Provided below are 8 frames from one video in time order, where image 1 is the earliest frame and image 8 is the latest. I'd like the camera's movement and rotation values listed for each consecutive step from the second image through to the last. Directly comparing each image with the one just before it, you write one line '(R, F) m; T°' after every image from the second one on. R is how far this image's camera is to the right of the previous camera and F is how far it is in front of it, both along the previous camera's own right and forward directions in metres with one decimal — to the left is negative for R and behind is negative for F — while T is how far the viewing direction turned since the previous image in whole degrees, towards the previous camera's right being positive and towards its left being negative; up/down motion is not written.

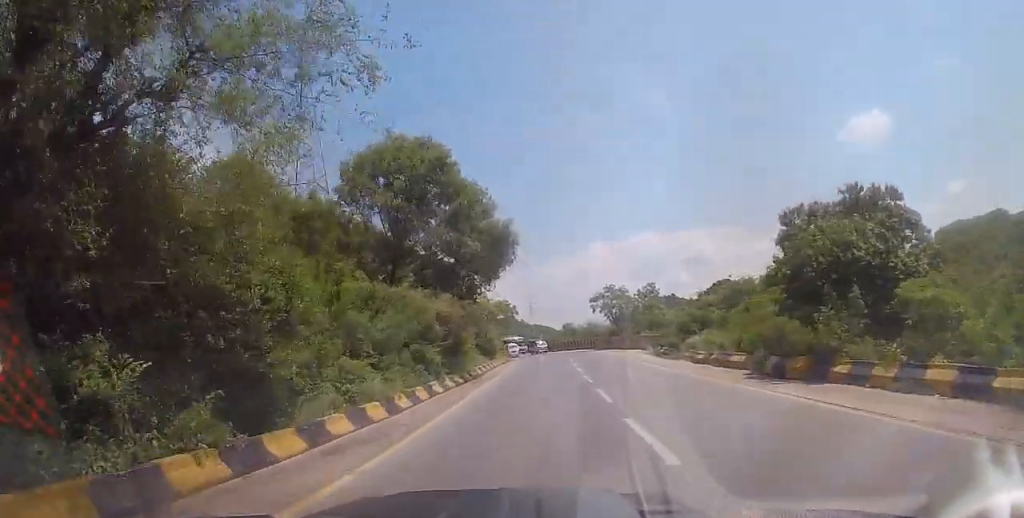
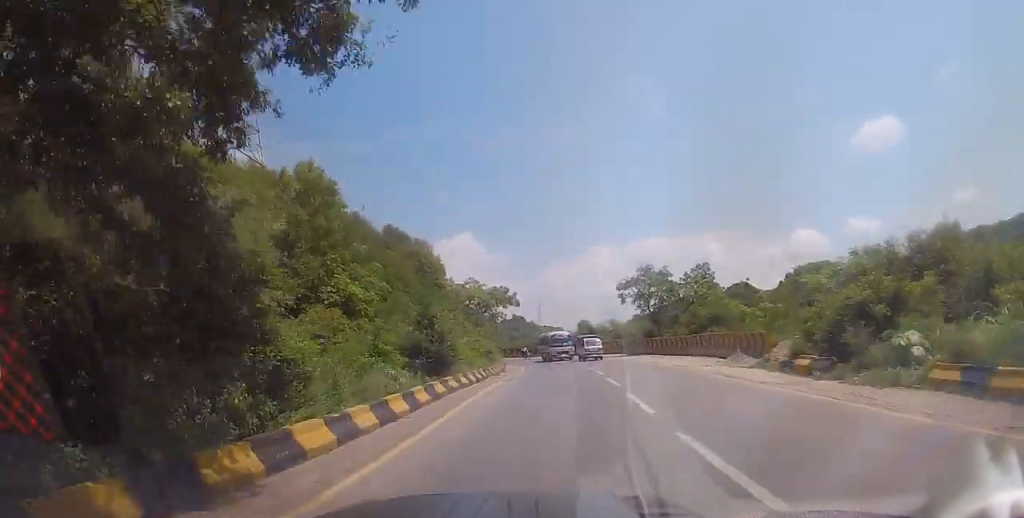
(-0.2, +20.2) m; 0°
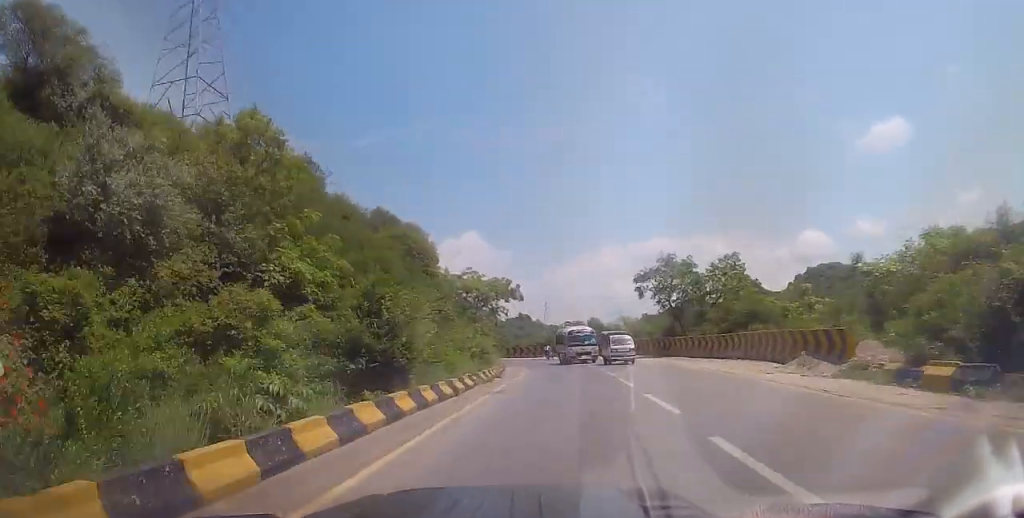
(+0.1, +6.6) m; 0°
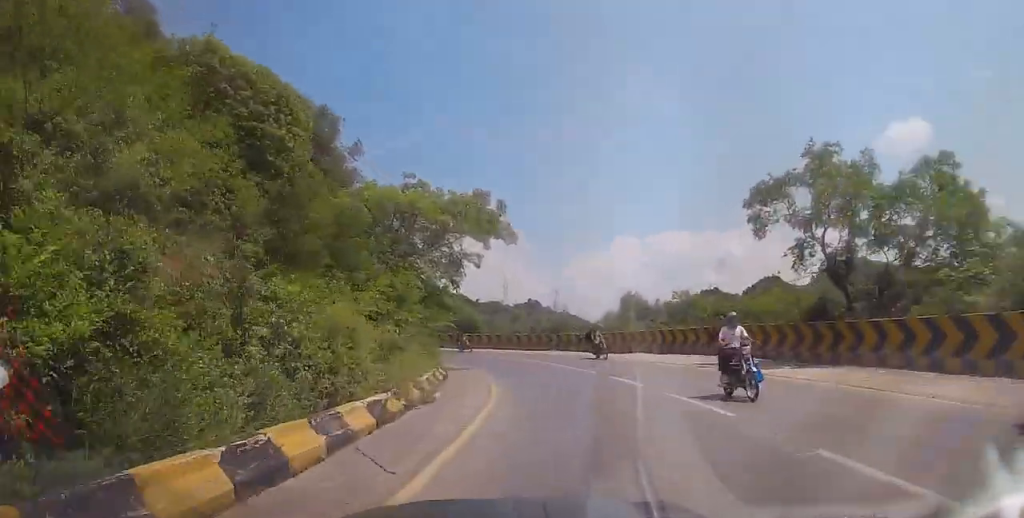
(+0.1, +25.2) m; -1°
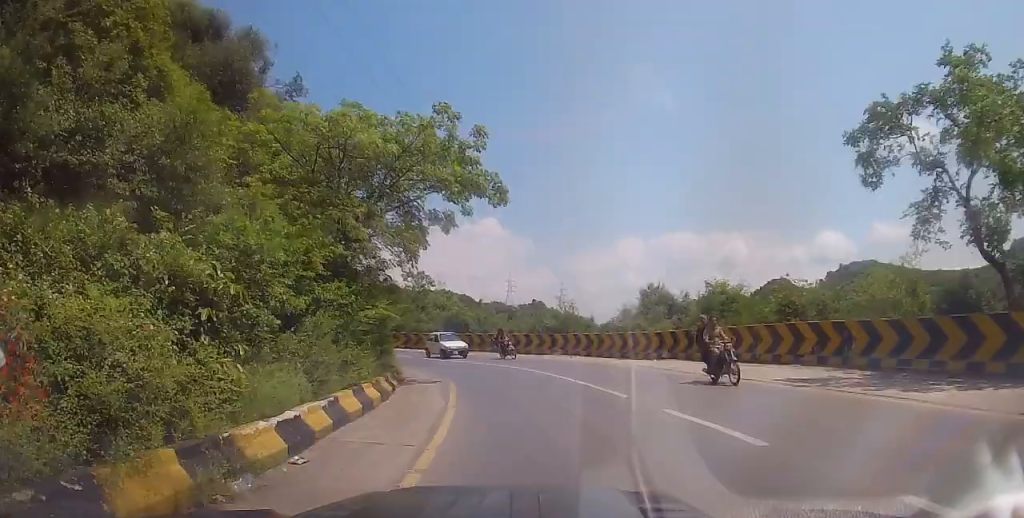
(-0.1, +8.3) m; -3°
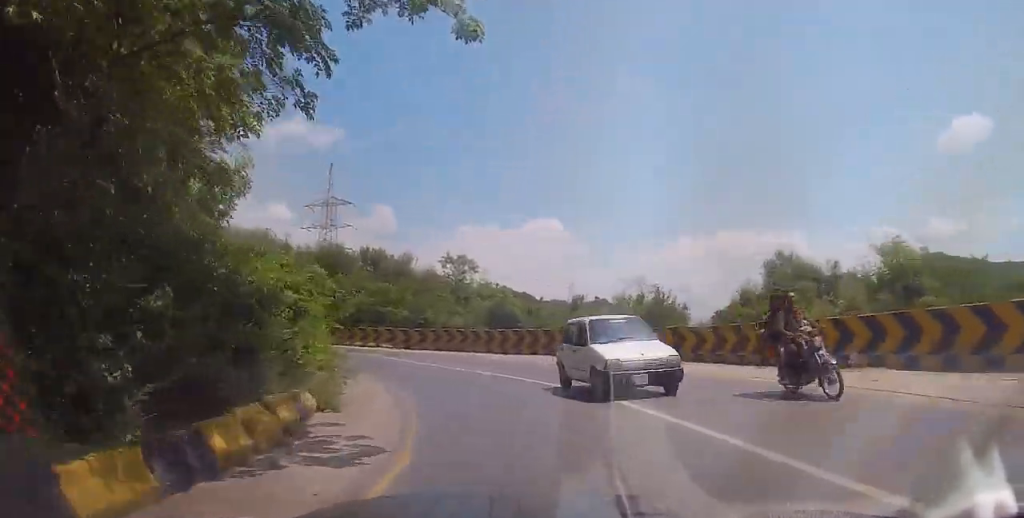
(-0.8, +12.8) m; -7°
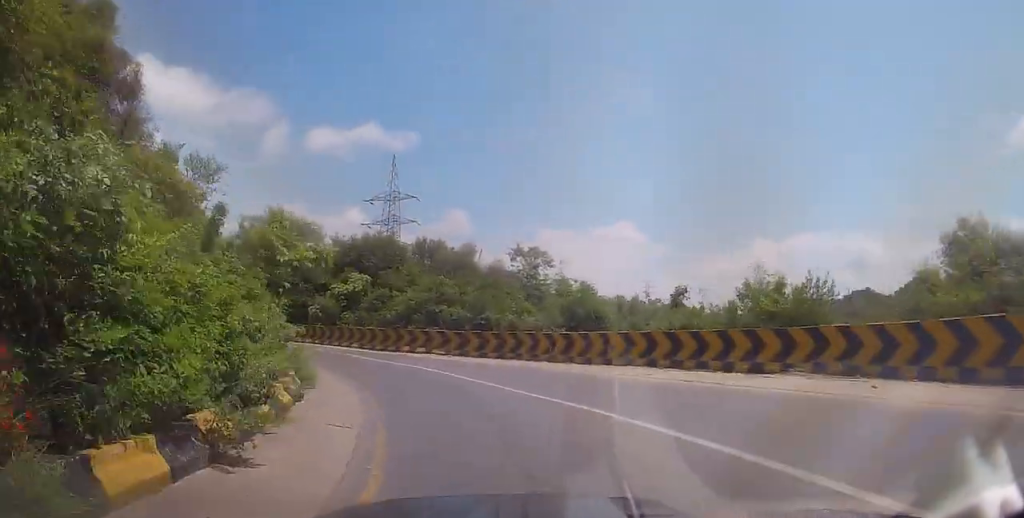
(-0.3, +8.2) m; -4°
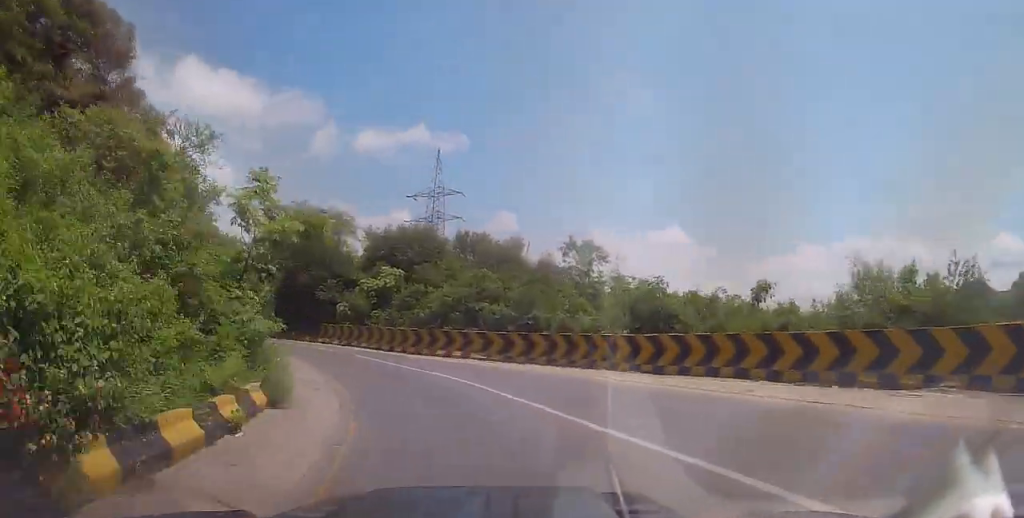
(0.0, +4.7) m; -2°
